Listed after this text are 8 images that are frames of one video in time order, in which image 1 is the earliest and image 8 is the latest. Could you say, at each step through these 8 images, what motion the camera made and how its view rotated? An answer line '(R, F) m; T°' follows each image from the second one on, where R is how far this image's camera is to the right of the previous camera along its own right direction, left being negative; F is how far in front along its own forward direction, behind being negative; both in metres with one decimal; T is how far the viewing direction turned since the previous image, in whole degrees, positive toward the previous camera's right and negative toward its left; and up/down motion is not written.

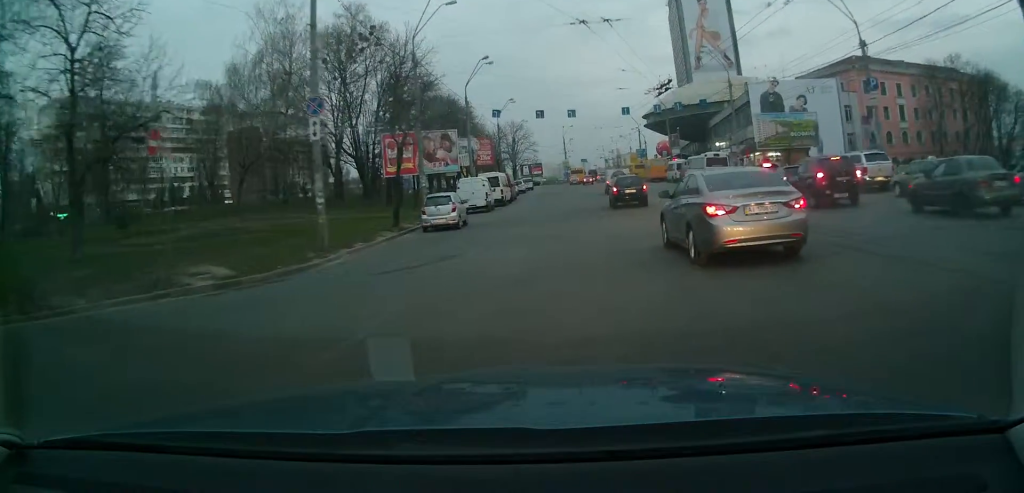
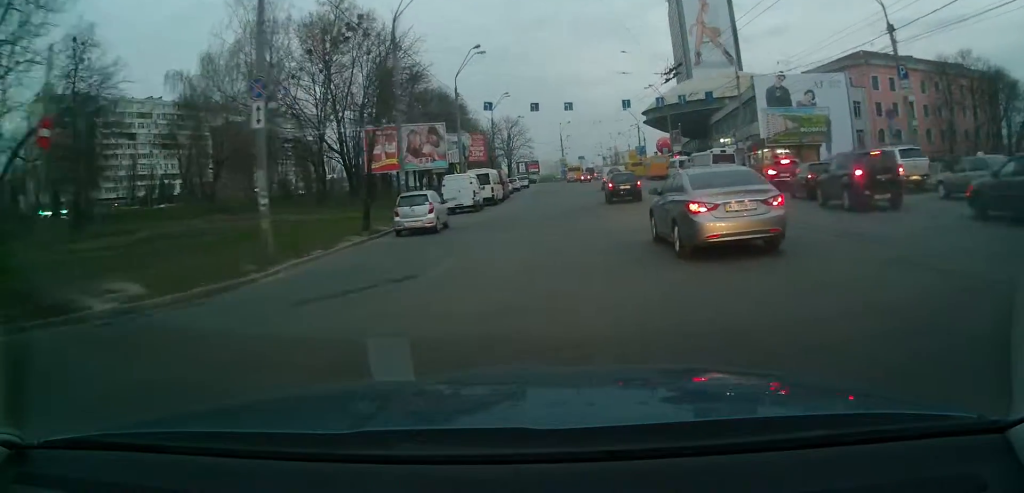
(+0.1, +3.4) m; +1°
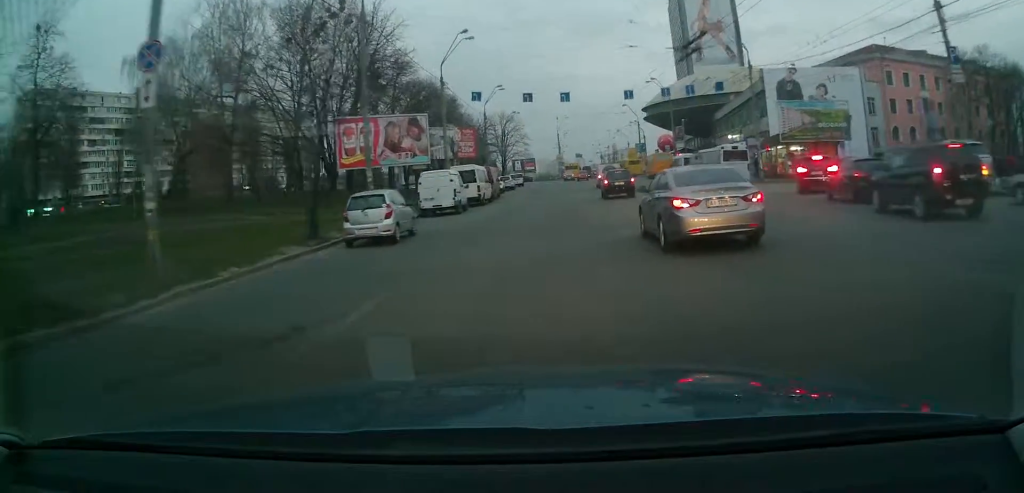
(0.0, +4.4) m; 0°
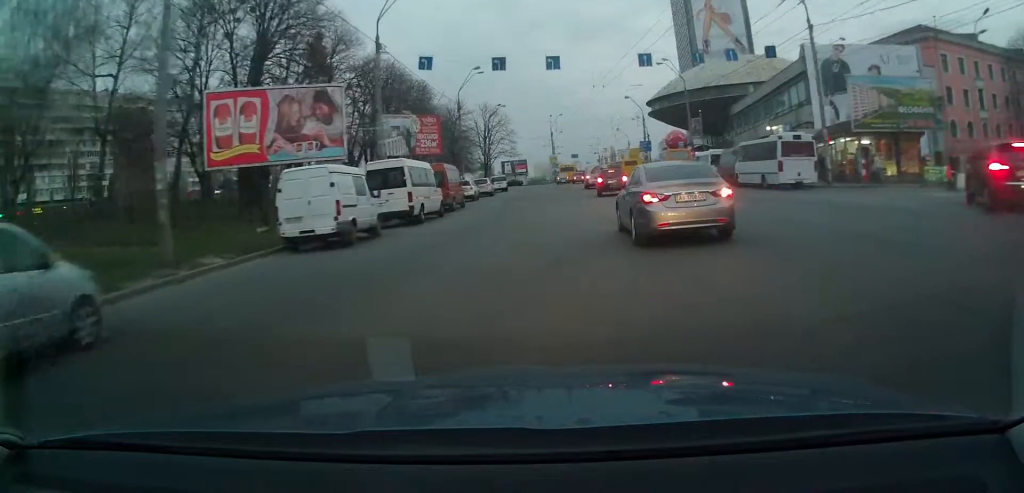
(-0.1, +13.4) m; 0°
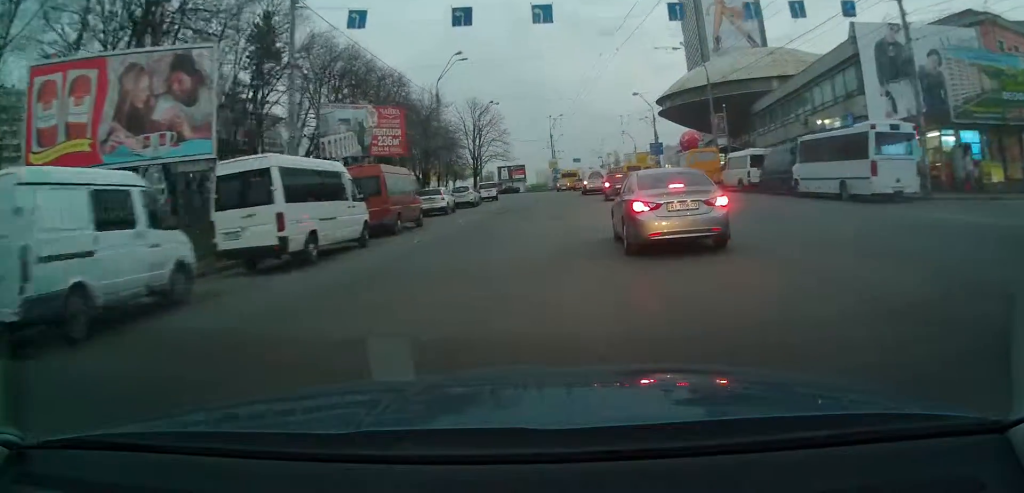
(0.0, +10.9) m; +1°
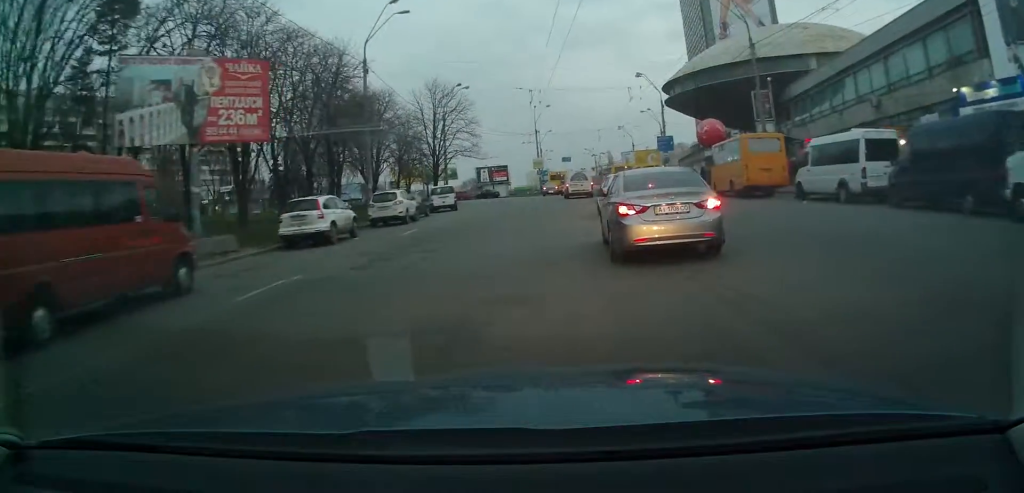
(+0.2, +17.0) m; +1°
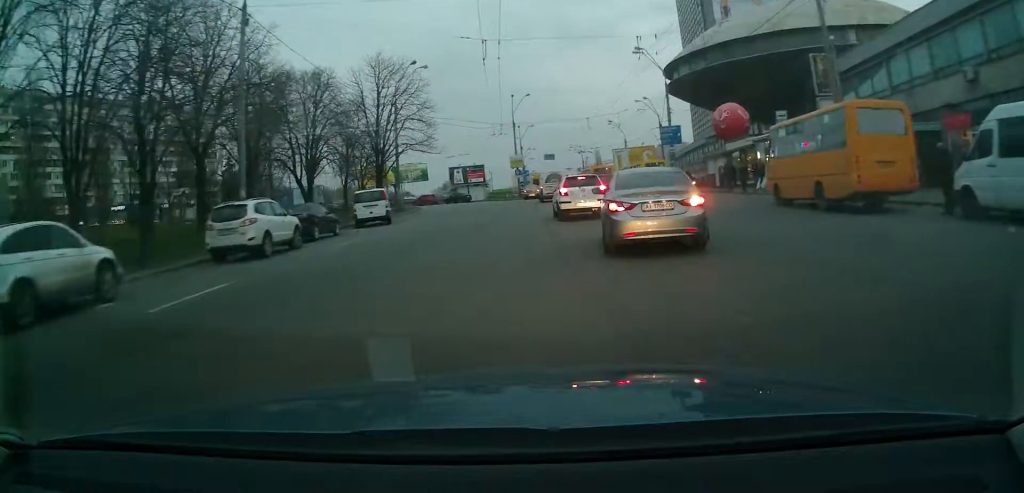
(+0.1, +13.0) m; +1°
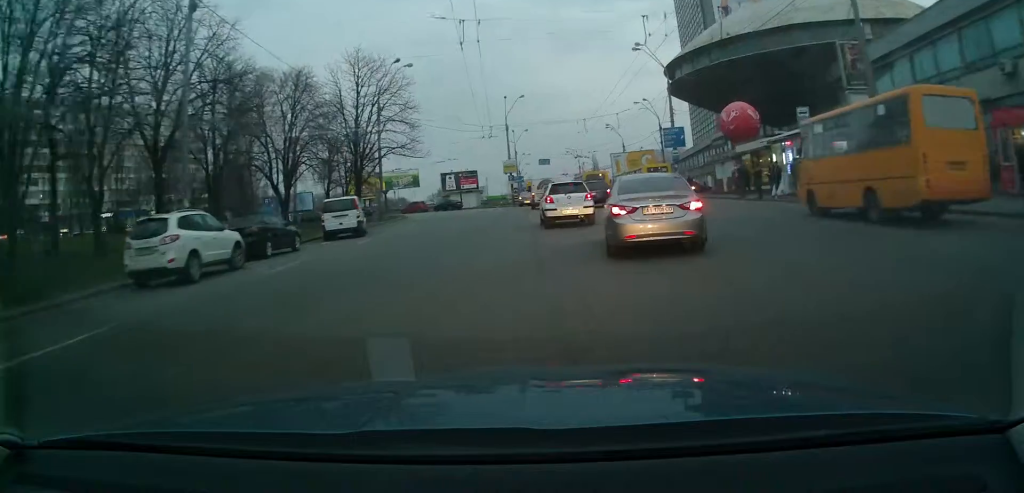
(0.0, +3.5) m; +1°
